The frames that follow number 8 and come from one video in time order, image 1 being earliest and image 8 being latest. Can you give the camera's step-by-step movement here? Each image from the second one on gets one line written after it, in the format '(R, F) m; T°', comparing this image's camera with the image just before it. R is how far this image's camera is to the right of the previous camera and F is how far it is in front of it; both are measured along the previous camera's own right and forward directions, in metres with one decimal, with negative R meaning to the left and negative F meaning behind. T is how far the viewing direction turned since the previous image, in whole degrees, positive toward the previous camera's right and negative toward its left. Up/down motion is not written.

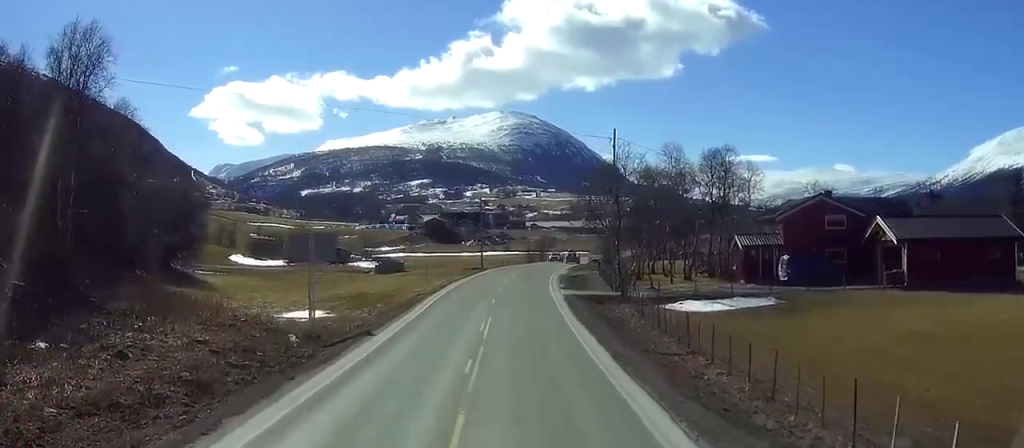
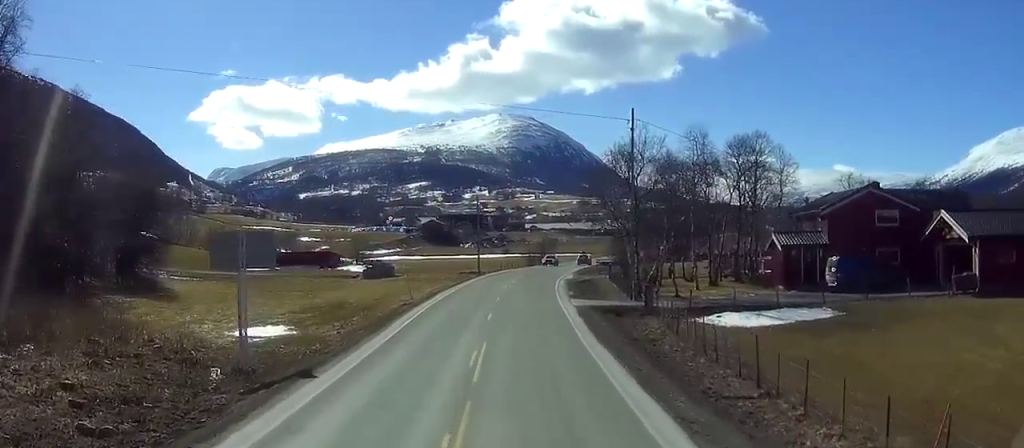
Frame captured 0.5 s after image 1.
(+0.1, +10.7) m; +1°
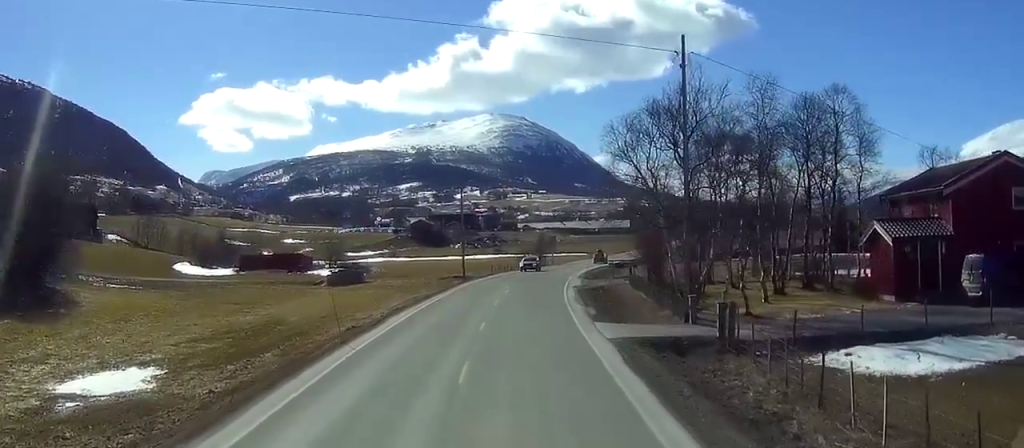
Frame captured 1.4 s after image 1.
(+0.2, +19.7) m; +1°
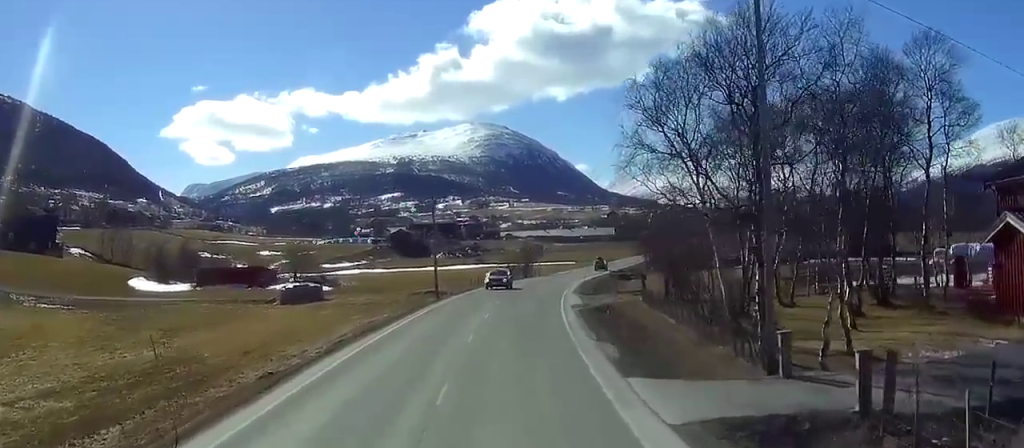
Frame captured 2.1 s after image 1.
(+0.1, +14.3) m; +1°
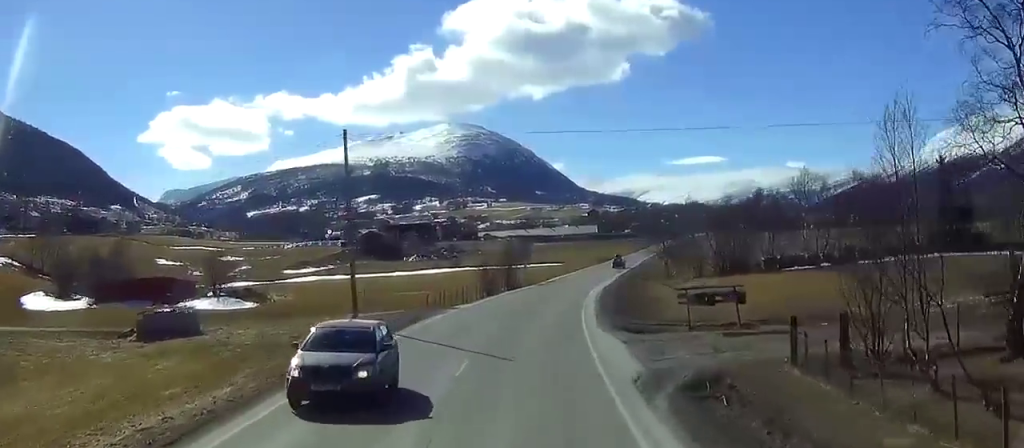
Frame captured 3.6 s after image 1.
(+0.3, +31.1) m; +1°
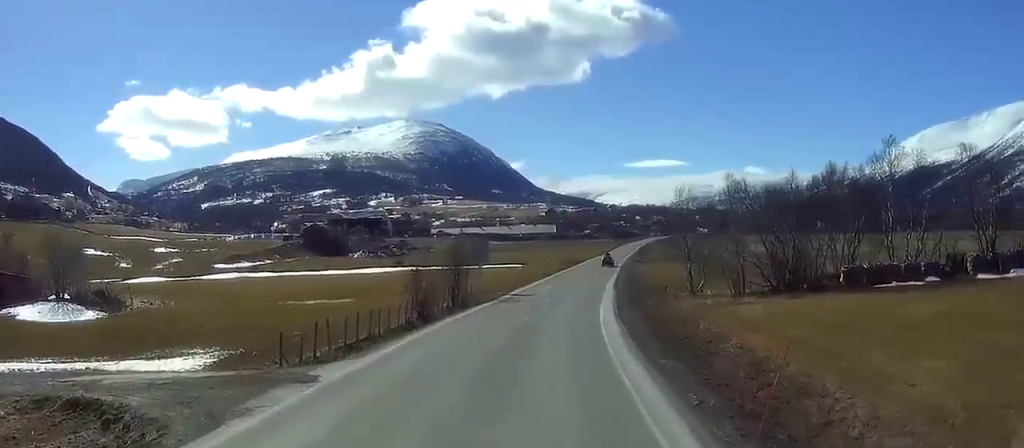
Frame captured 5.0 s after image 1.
(+0.3, +31.4) m; +1°
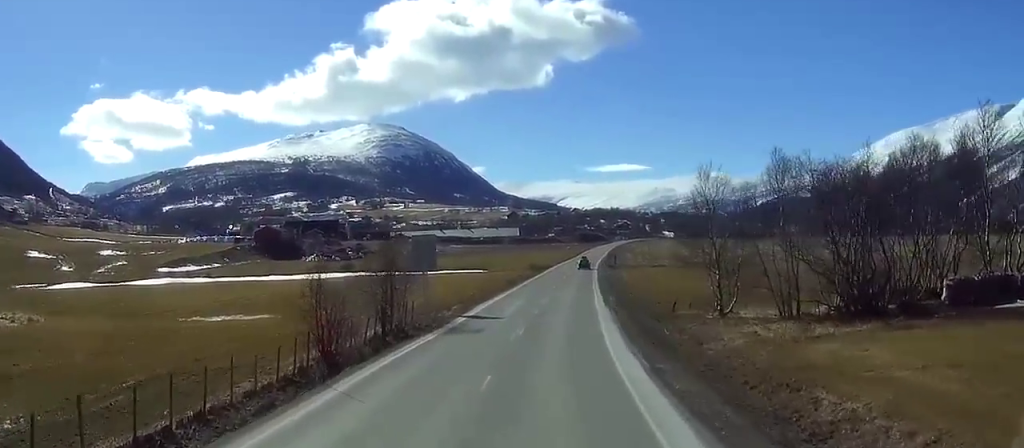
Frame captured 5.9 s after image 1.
(+0.3, +19.1) m; +2°
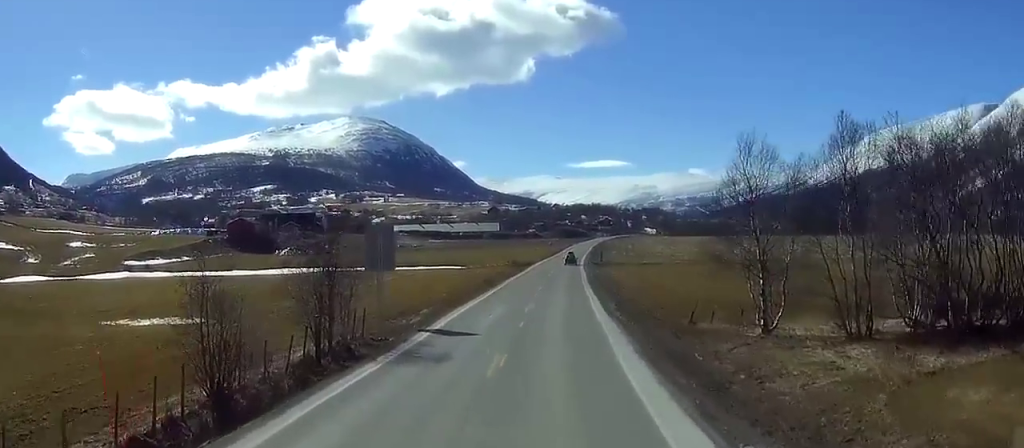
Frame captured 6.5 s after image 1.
(+0.2, +11.3) m; +1°
